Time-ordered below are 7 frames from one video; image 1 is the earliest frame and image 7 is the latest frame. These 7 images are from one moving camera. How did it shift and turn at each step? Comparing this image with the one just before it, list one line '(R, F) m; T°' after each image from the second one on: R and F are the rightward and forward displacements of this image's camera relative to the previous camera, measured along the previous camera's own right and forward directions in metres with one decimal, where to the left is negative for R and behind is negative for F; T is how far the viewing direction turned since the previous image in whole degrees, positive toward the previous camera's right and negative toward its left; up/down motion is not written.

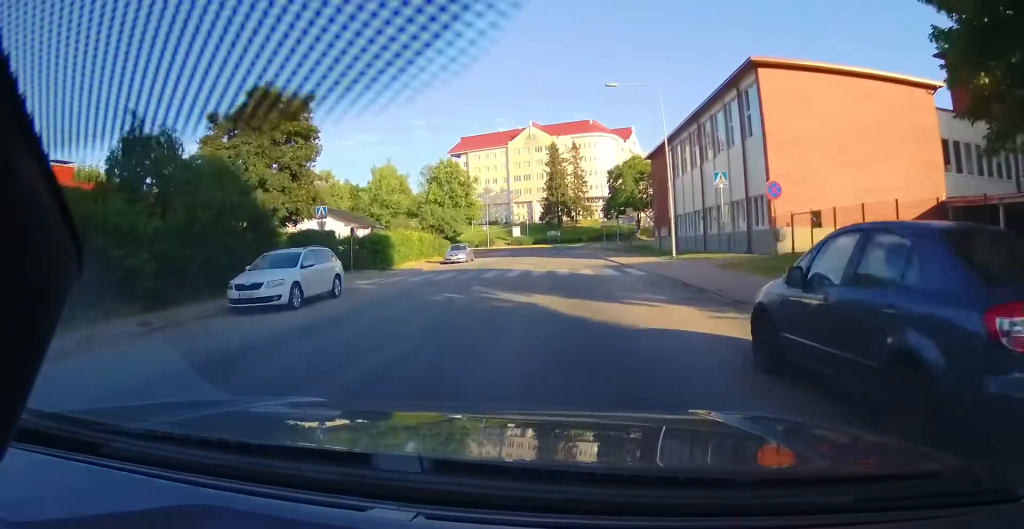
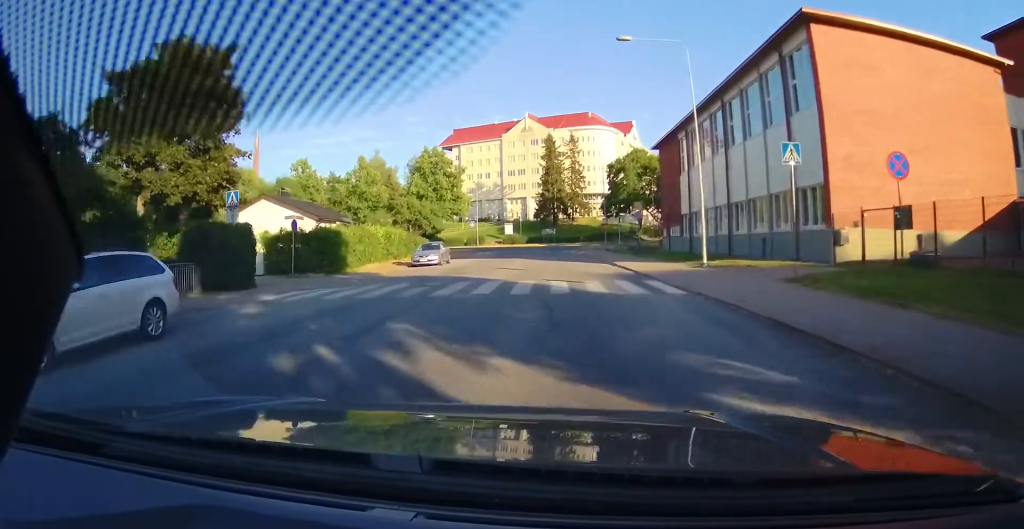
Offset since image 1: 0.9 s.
(+0.1, +8.0) m; -1°
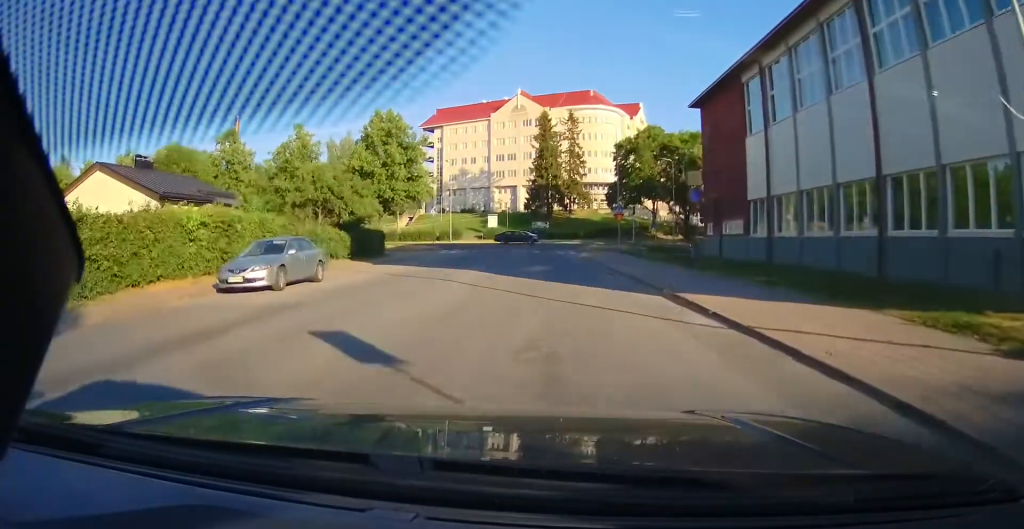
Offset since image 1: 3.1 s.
(-0.2, +19.4) m; +1°
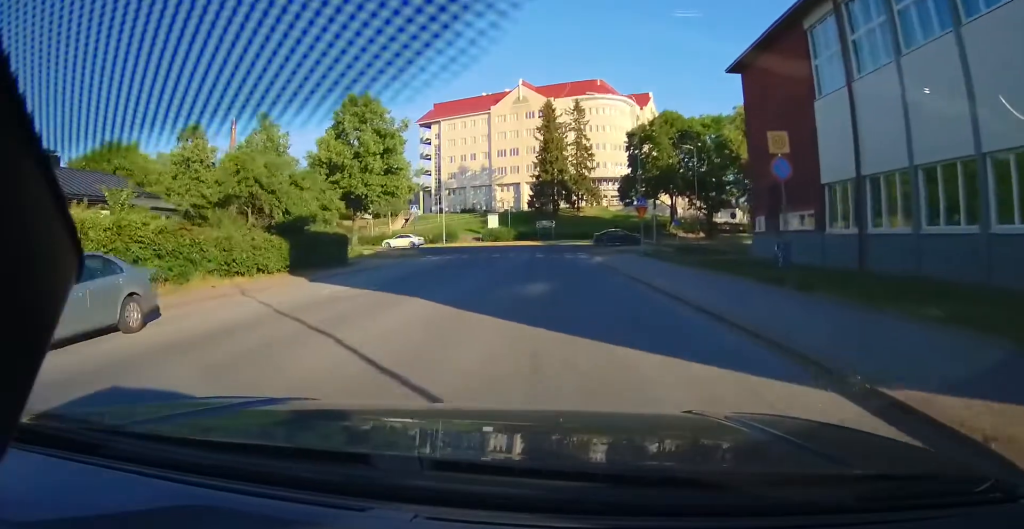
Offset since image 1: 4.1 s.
(+0.1, +8.7) m; +1°
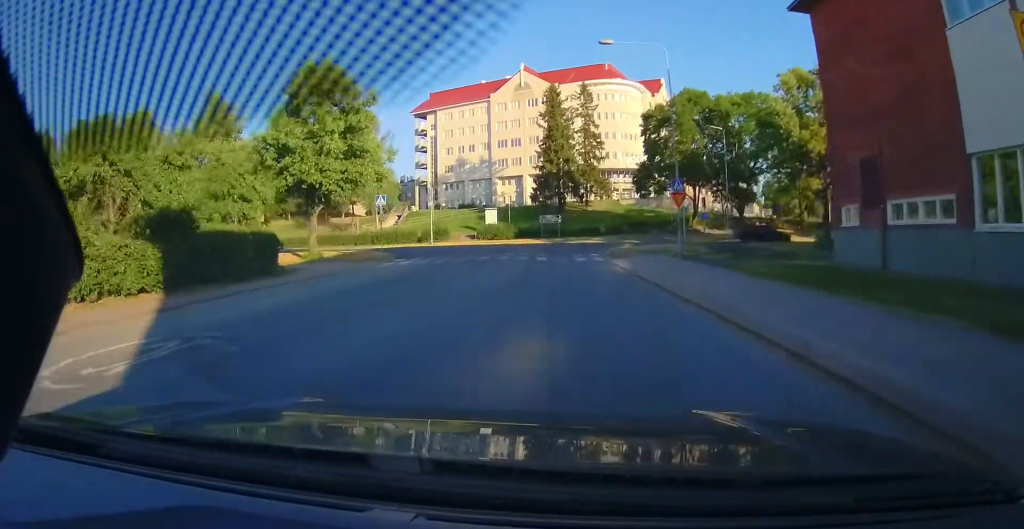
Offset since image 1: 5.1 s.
(+0.1, +9.3) m; -1°
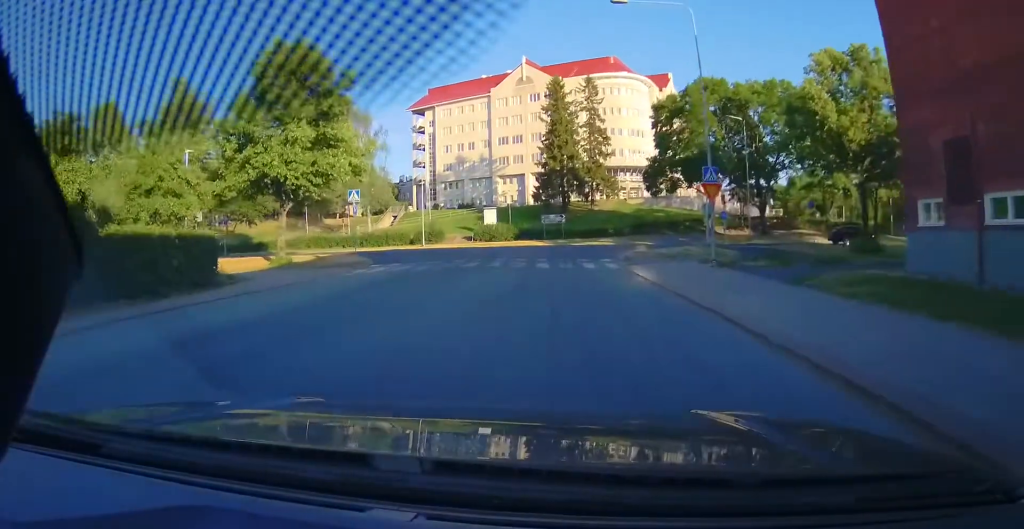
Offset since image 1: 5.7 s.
(-0.1, +5.0) m; -1°
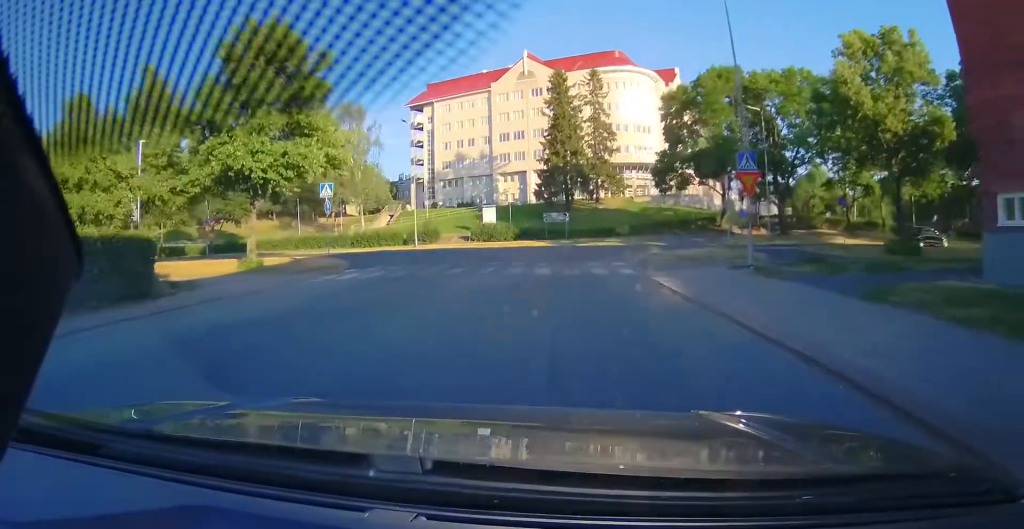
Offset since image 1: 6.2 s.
(0.0, +3.7) m; 0°
